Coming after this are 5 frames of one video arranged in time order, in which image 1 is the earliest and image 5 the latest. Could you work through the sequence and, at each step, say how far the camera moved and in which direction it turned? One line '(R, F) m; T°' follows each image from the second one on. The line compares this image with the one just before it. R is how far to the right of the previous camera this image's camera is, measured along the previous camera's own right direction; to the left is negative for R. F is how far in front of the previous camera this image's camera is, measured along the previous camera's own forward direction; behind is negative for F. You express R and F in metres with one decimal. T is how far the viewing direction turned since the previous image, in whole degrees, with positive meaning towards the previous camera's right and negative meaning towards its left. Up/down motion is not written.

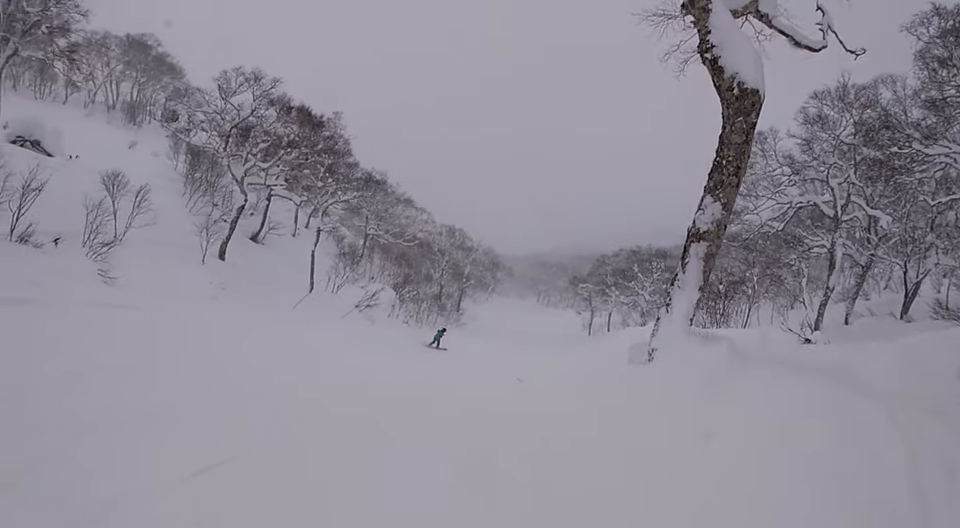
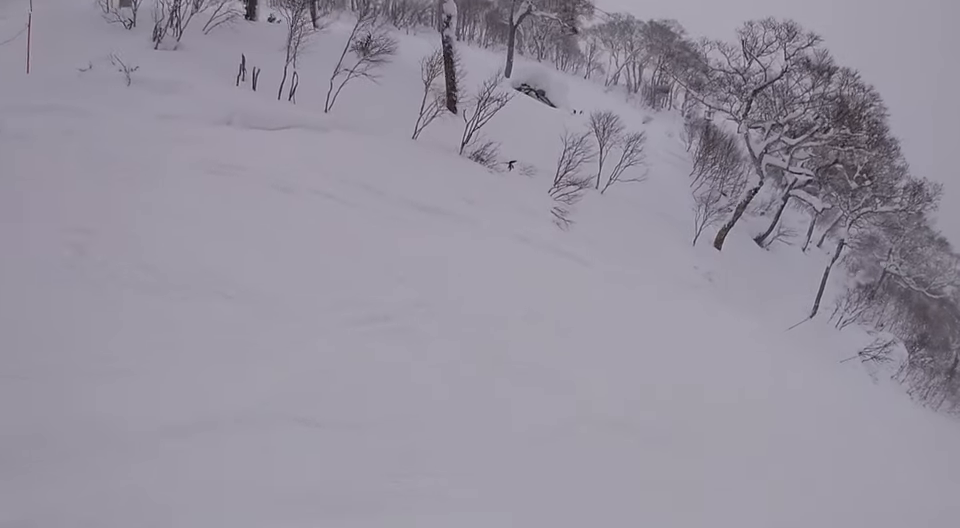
(-1.5, +5.1) m; -28°
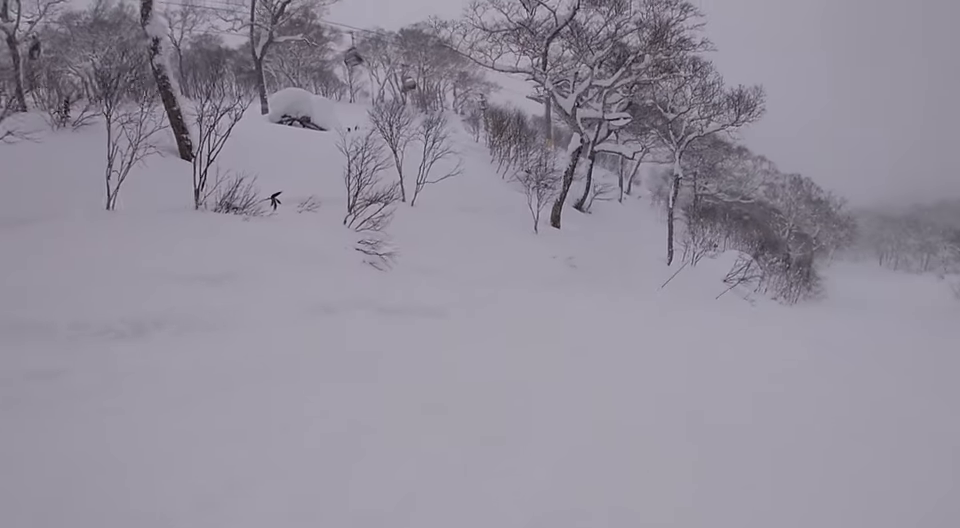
(-0.4, +3.8) m; +13°
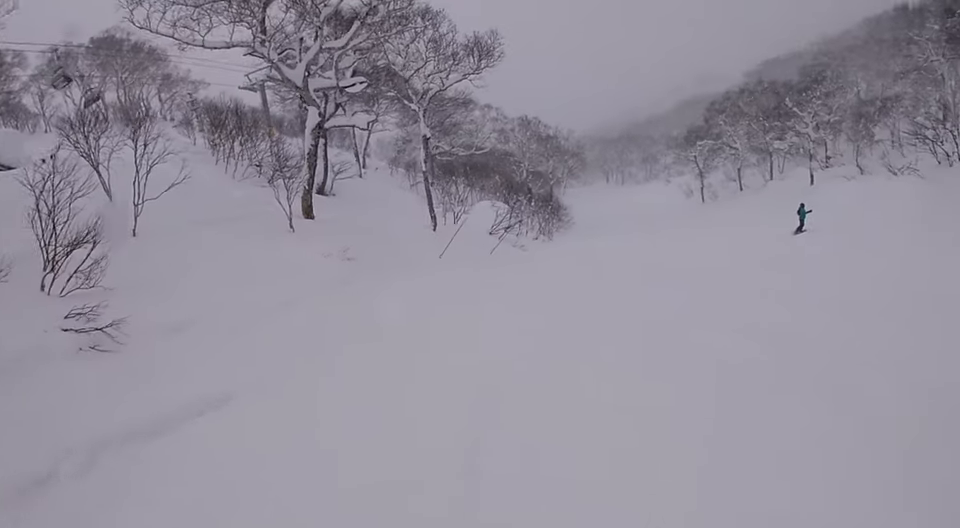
(+0.4, +2.2) m; +13°
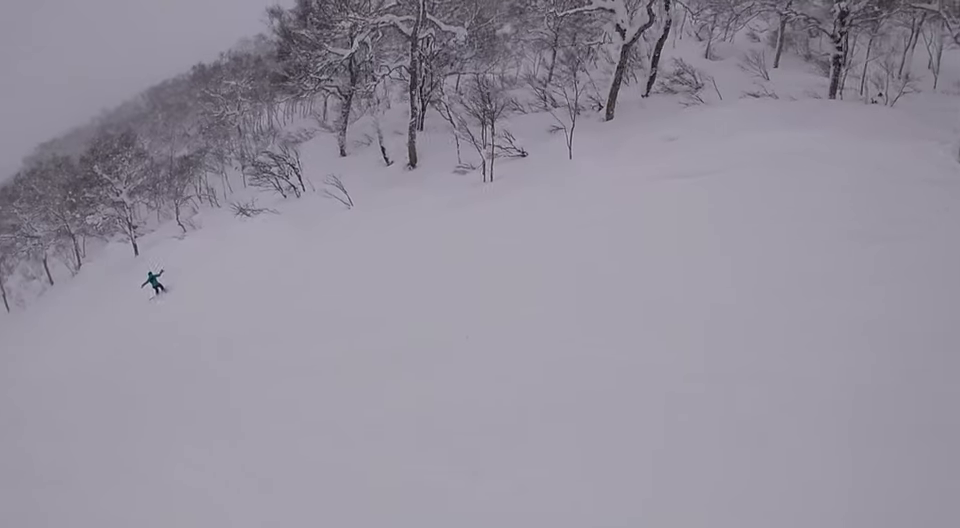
(+1.5, +5.0) m; +37°
